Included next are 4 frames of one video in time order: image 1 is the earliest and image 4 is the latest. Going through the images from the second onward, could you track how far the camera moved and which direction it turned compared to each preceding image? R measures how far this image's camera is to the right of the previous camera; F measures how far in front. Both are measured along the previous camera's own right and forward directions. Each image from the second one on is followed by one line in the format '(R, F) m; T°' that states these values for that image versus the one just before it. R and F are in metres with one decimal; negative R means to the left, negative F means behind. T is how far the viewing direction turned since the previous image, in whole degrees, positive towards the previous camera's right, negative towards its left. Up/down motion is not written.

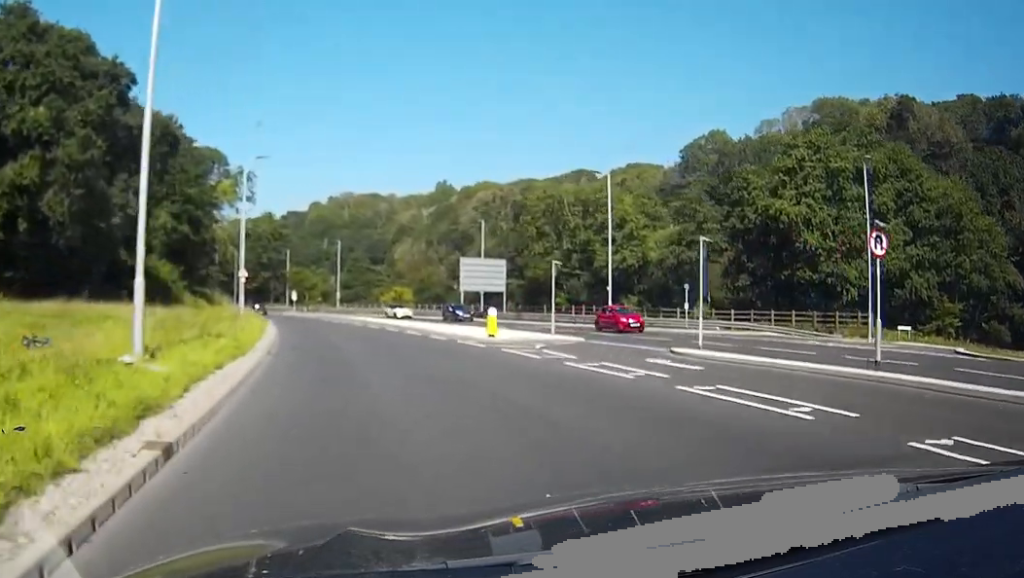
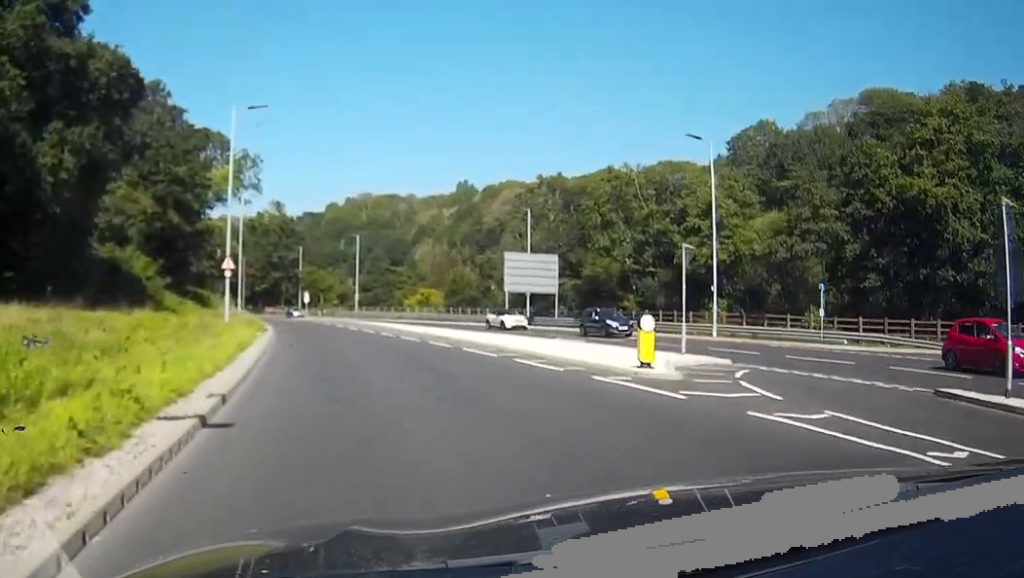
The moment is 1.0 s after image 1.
(-0.1, +15.1) m; 0°
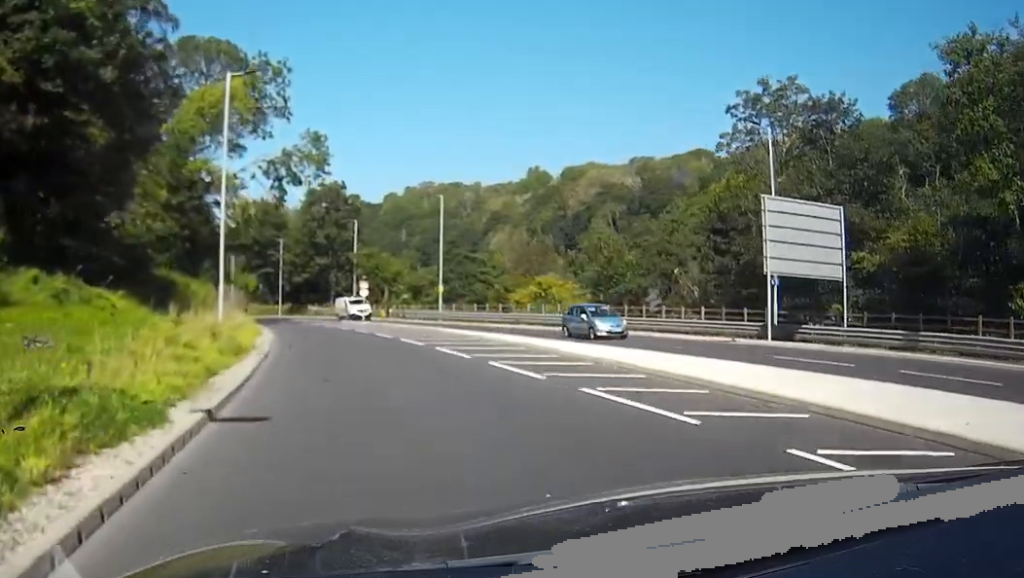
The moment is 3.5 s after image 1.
(-0.8, +38.9) m; -3°
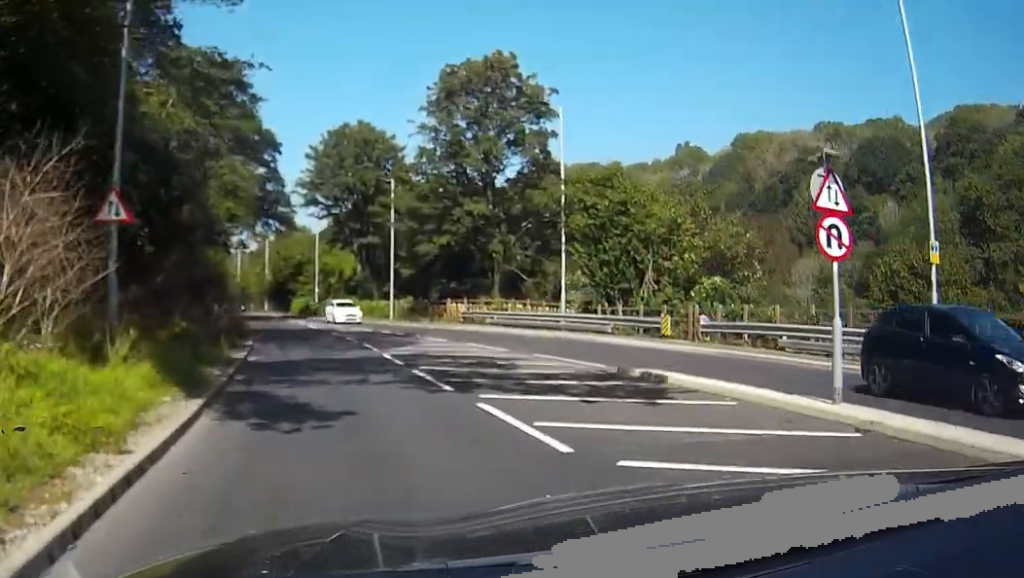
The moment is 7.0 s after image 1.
(-3.5, +53.8) m; -9°
